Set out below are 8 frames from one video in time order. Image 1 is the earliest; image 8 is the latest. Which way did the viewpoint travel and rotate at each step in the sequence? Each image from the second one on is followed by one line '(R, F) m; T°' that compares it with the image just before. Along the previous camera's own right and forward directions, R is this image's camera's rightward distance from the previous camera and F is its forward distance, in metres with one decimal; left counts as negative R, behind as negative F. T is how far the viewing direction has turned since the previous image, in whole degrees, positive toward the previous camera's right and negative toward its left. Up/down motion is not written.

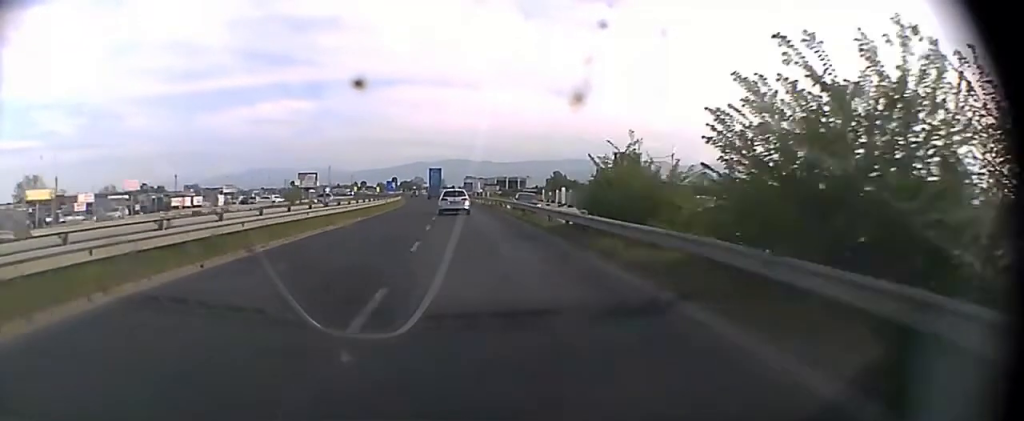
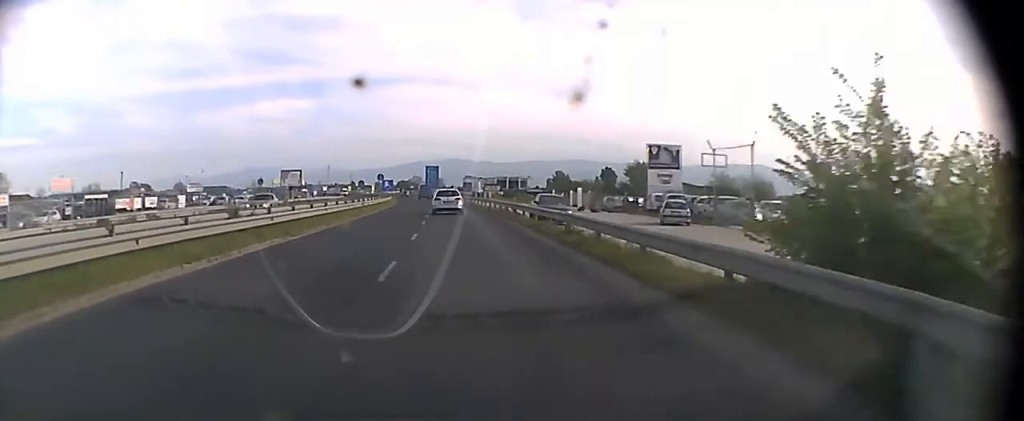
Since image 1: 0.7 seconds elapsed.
(0.0, +14.1) m; 0°
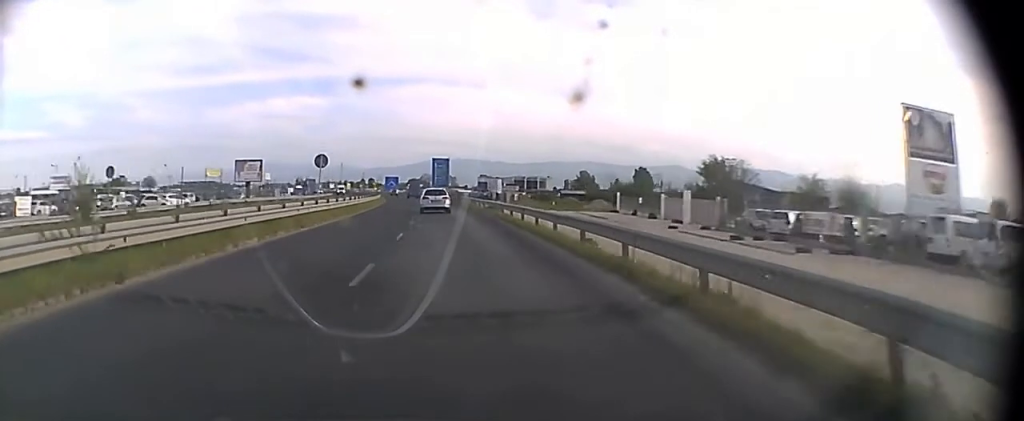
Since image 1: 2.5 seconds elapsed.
(-0.1, +36.1) m; -1°
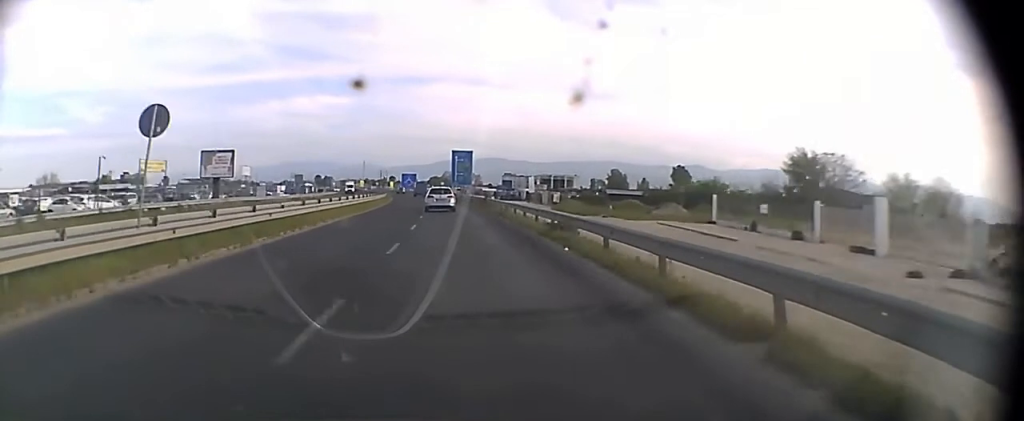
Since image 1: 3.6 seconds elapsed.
(-0.2, +22.0) m; -1°
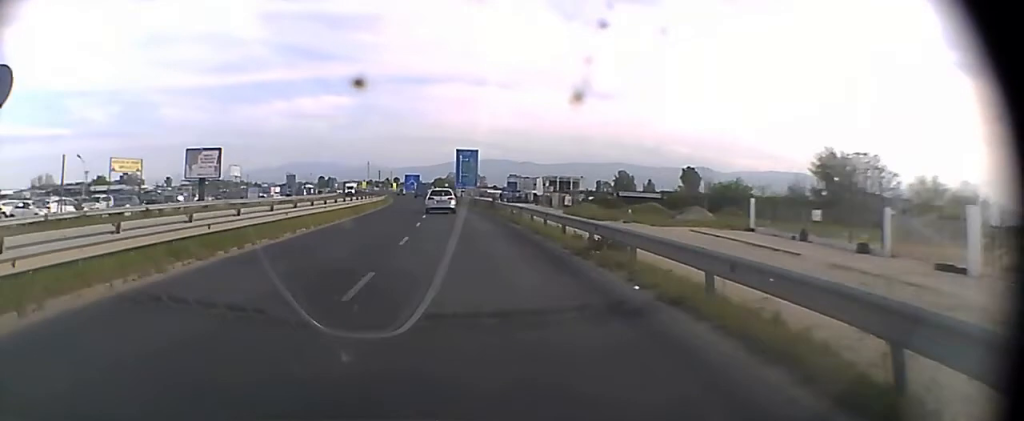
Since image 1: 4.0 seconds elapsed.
(0.0, +8.0) m; -1°
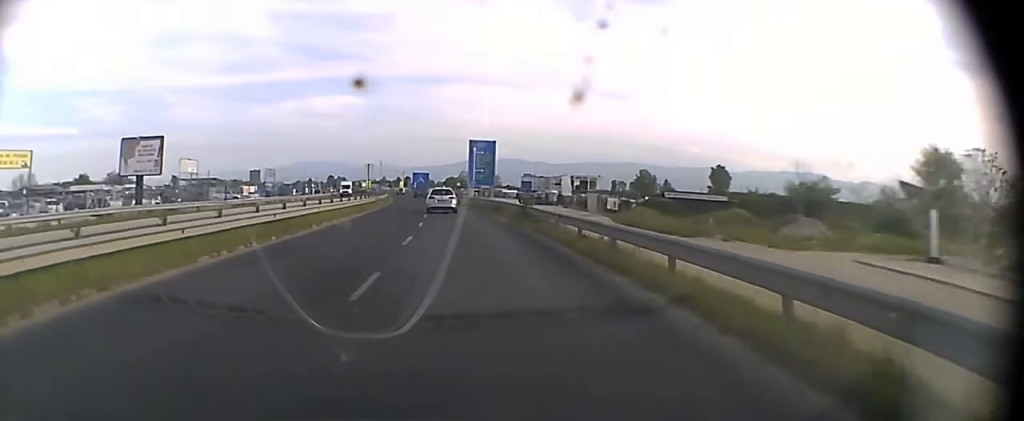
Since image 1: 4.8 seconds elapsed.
(-0.2, +16.0) m; -1°
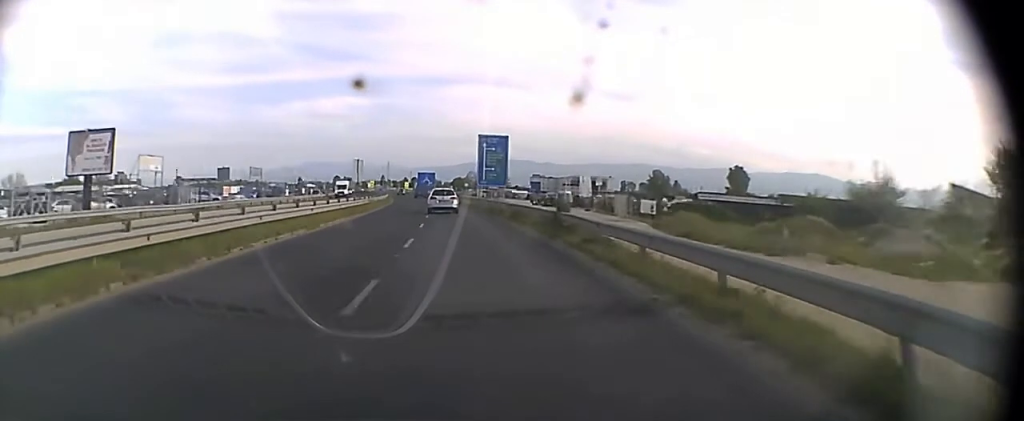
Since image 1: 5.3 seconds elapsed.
(-0.1, +10.0) m; -1°
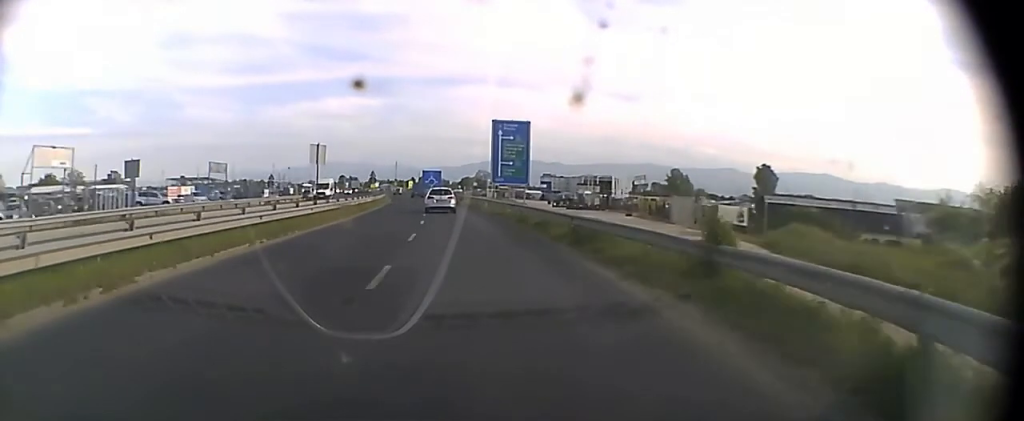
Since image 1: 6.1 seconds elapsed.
(-0.1, +16.0) m; -1°
